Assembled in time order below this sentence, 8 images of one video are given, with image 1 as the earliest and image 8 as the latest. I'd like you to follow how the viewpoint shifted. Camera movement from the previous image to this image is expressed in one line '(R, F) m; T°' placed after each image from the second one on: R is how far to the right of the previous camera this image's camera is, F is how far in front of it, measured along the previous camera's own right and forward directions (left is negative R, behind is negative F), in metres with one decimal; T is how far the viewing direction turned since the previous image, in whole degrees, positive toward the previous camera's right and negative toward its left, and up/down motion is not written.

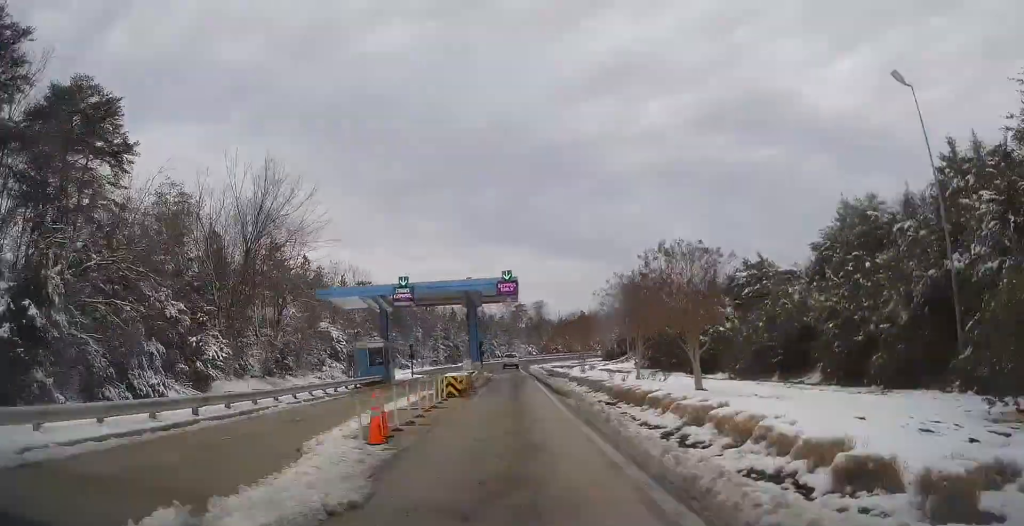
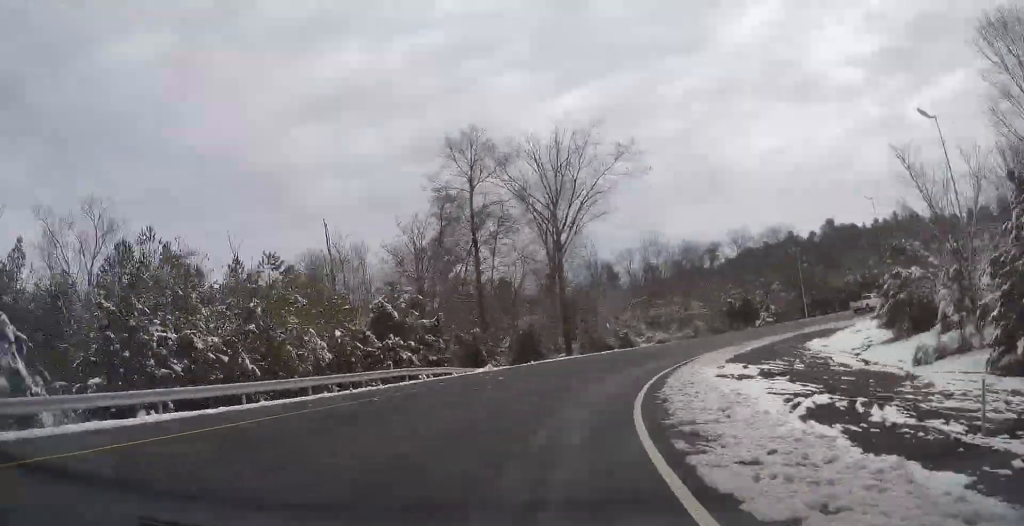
(+34.3, +120.1) m; +67°
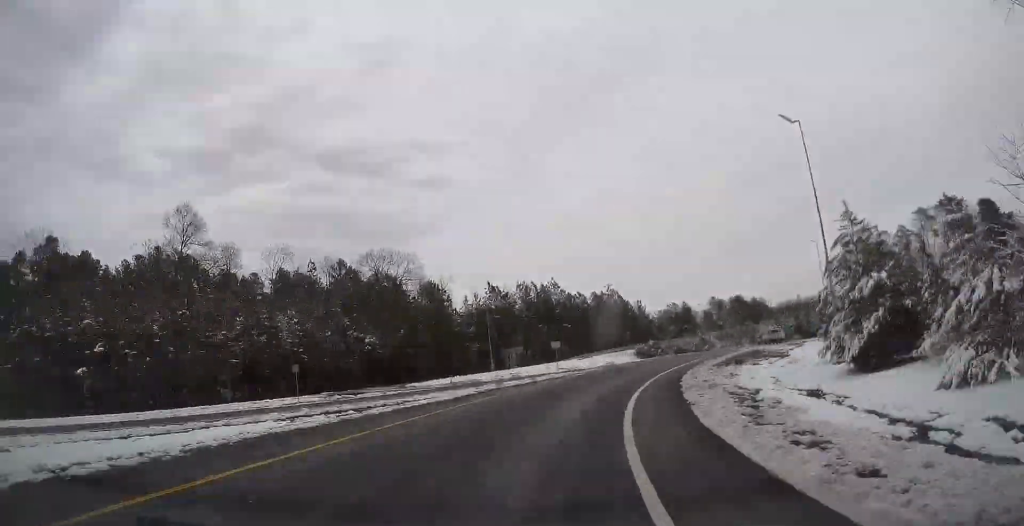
(+51.8, +71.8) m; +41°
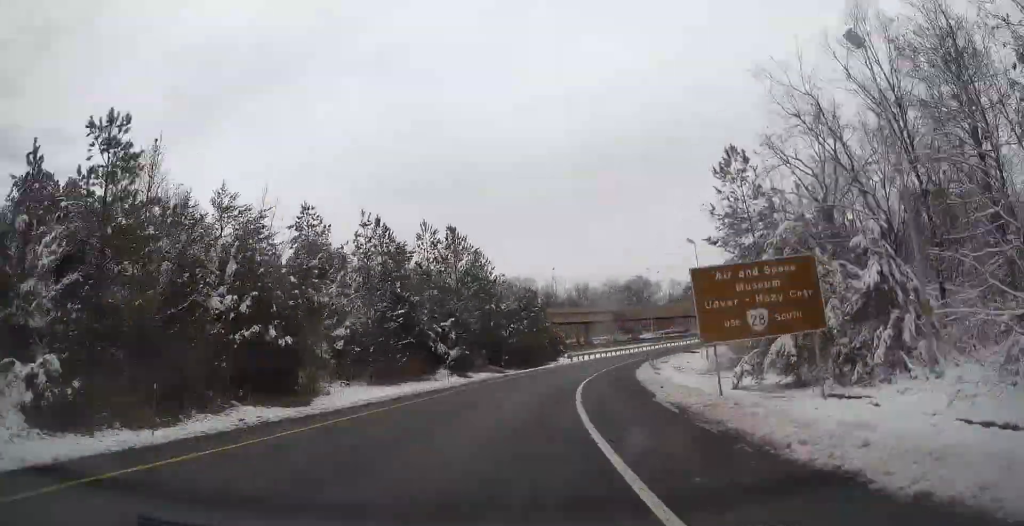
(+64.9, +168.9) m; +48°
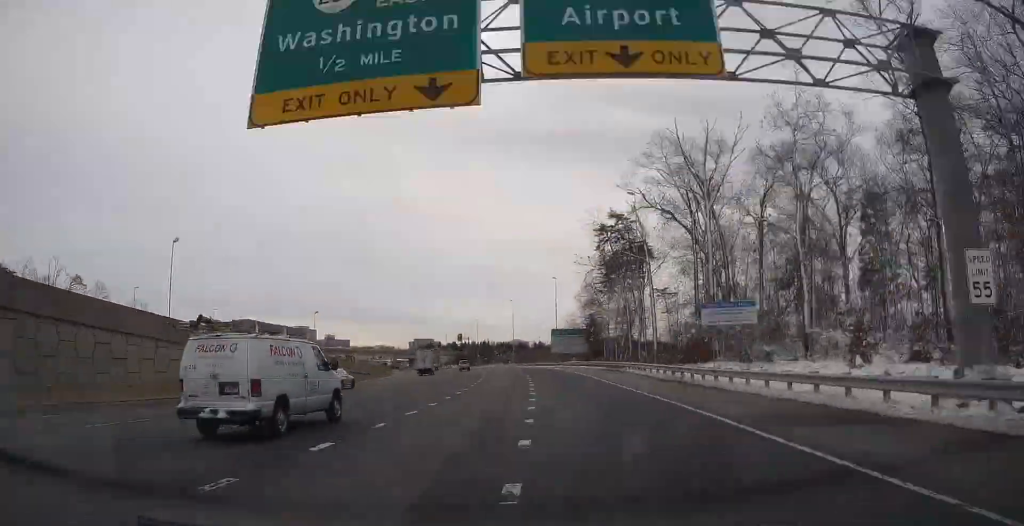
(+113.4, +223.1) m; +29°
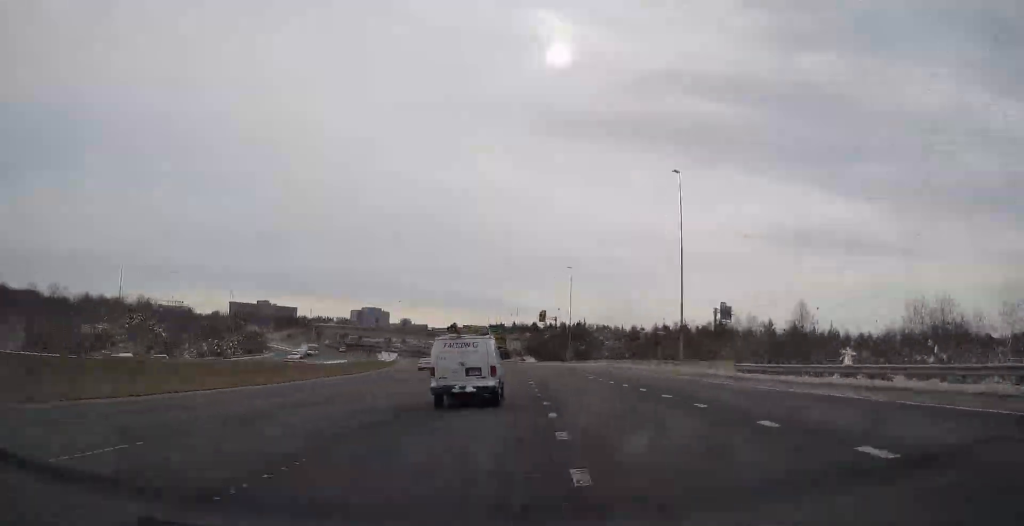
(+4.2, +110.2) m; -3°
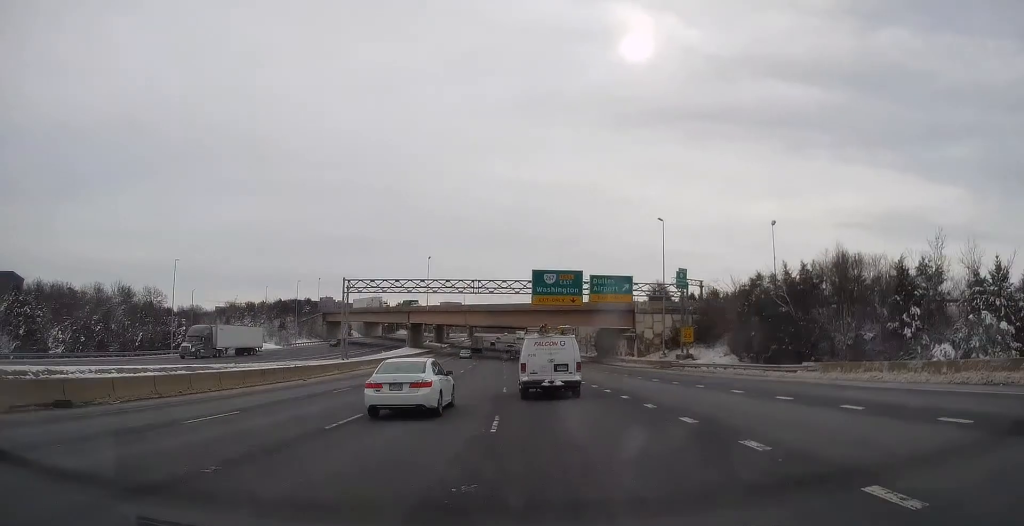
(-9.8, +102.6) m; -2°
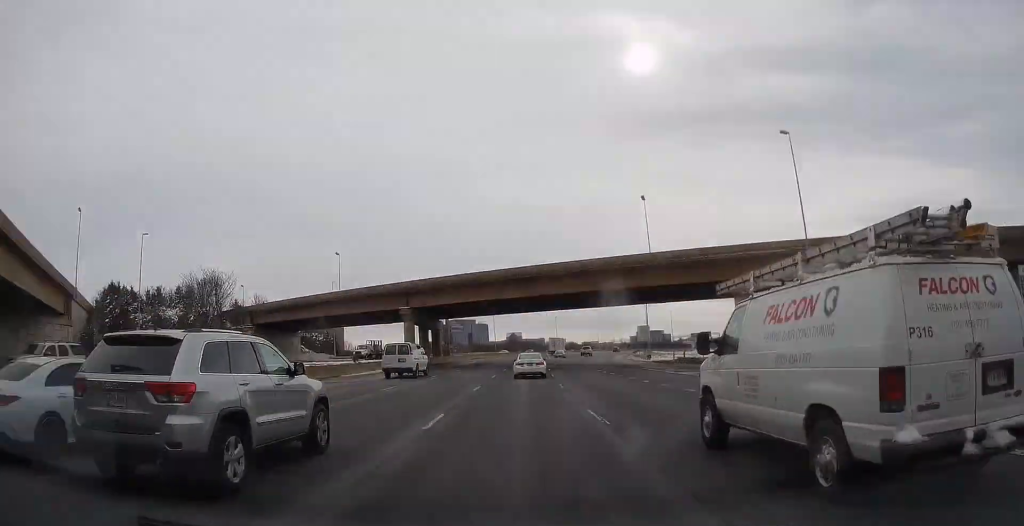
(-4.3, +210.9) m; +6°
